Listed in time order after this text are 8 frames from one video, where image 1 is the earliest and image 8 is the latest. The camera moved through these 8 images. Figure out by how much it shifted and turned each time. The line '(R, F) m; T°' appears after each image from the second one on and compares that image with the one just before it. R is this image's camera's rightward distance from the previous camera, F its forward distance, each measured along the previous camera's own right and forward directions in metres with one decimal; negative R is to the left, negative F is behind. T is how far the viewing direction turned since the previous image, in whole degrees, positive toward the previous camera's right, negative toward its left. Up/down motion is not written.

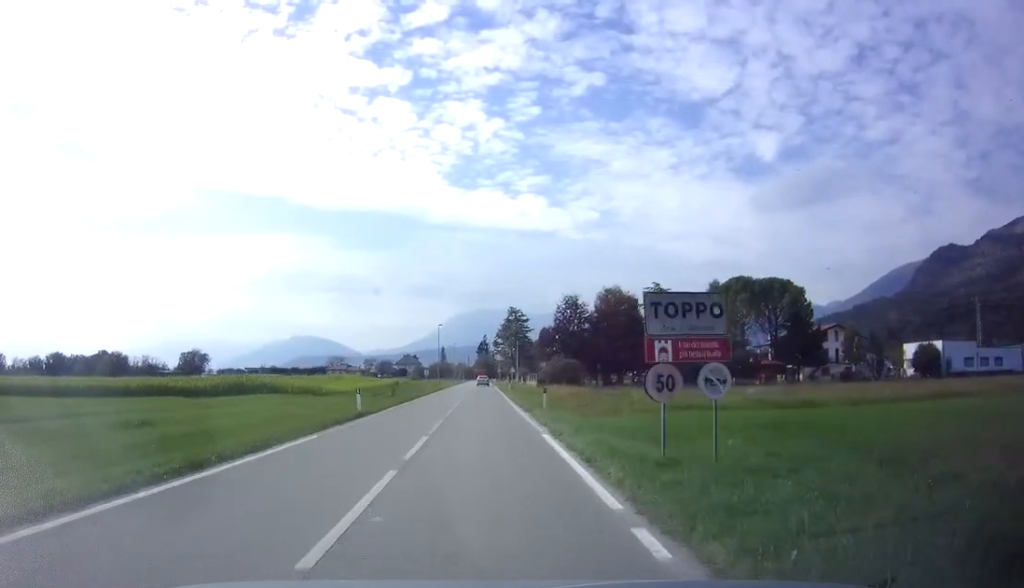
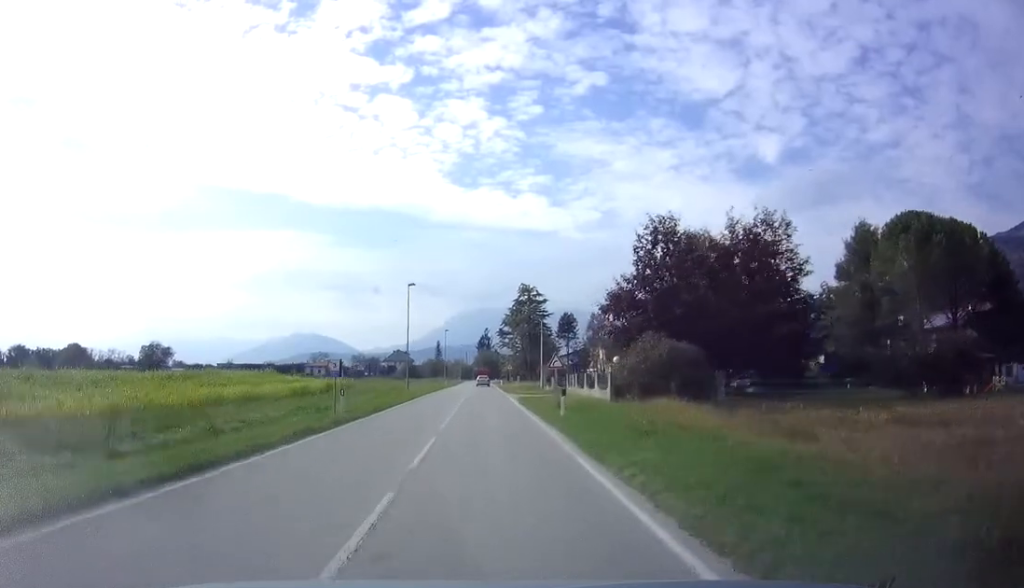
(+0.2, +36.2) m; +1°
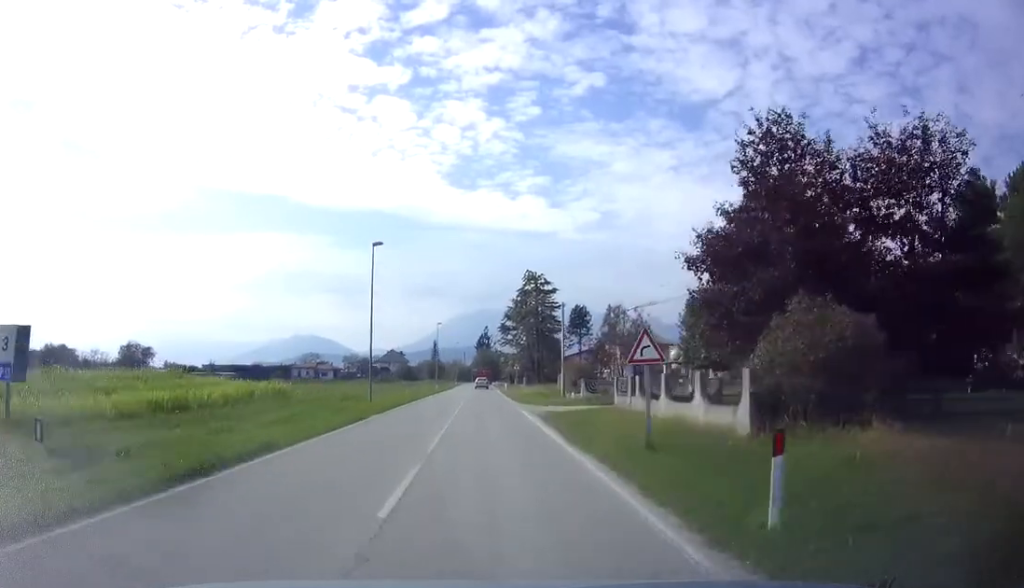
(+0.1, +15.0) m; -1°
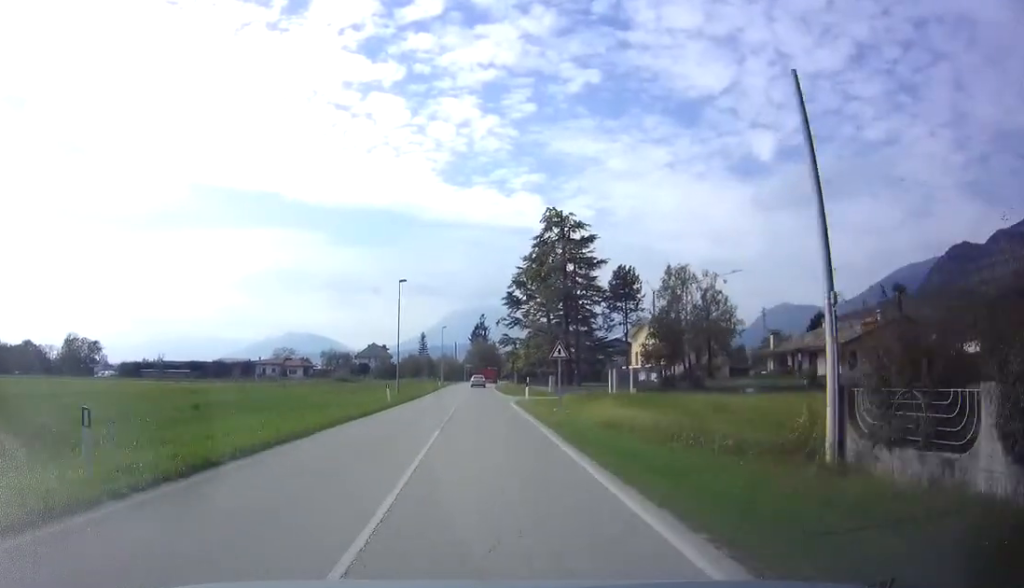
(-0.1, +32.9) m; +1°
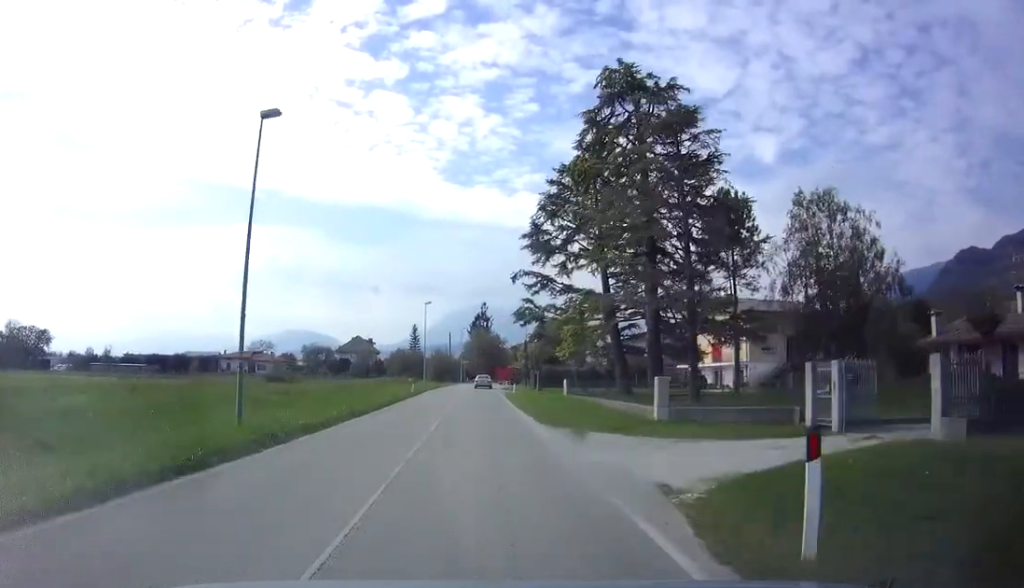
(+0.2, +28.6) m; 0°
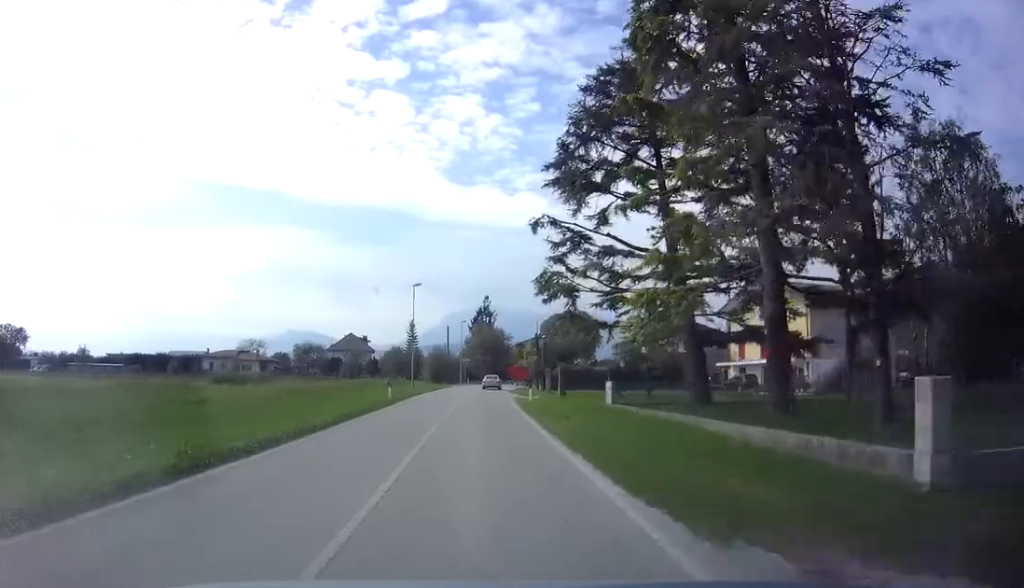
(+0.1, +11.9) m; -1°
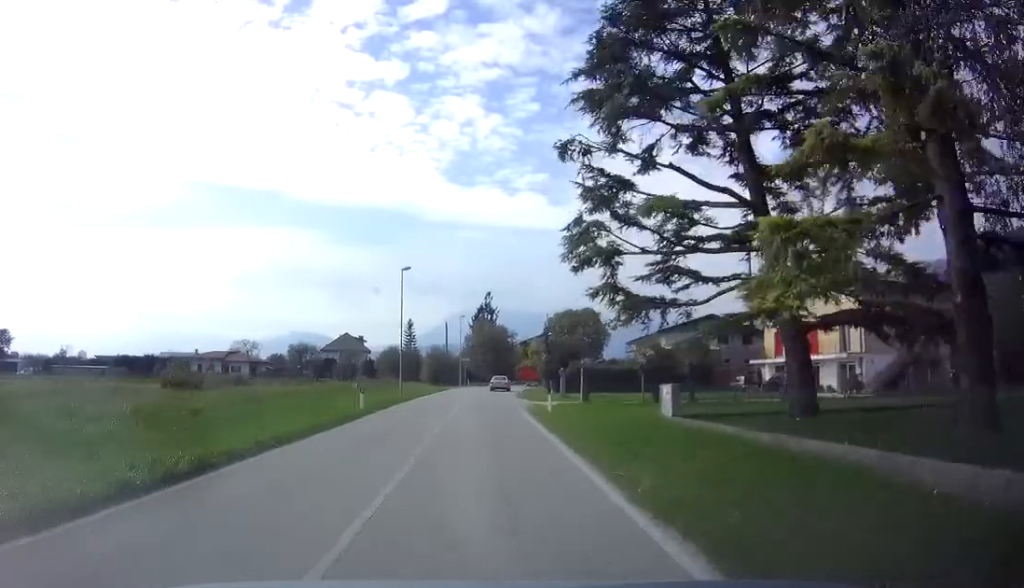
(-0.2, +7.5) m; 0°
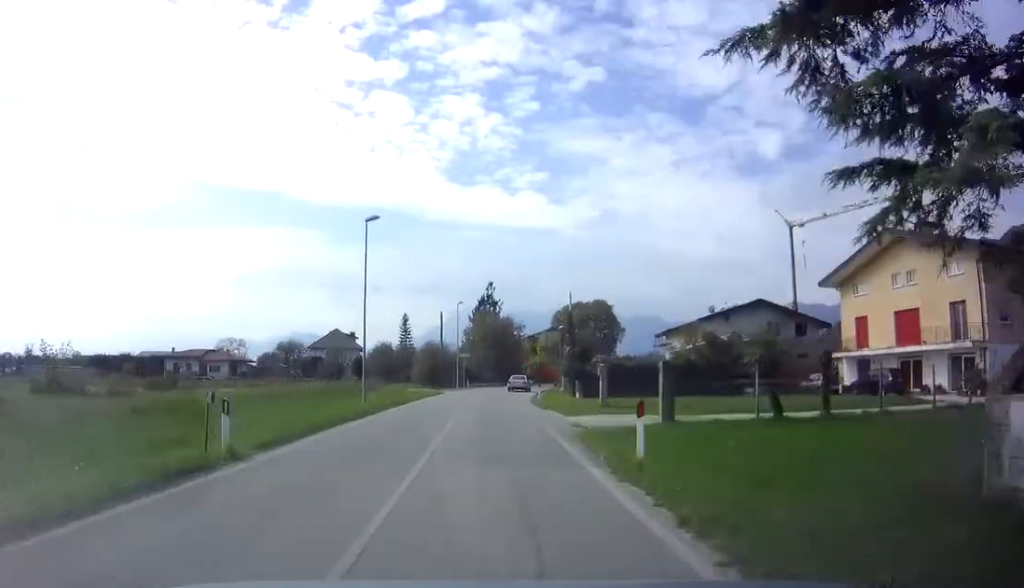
(-0.2, +12.5) m; +1°
